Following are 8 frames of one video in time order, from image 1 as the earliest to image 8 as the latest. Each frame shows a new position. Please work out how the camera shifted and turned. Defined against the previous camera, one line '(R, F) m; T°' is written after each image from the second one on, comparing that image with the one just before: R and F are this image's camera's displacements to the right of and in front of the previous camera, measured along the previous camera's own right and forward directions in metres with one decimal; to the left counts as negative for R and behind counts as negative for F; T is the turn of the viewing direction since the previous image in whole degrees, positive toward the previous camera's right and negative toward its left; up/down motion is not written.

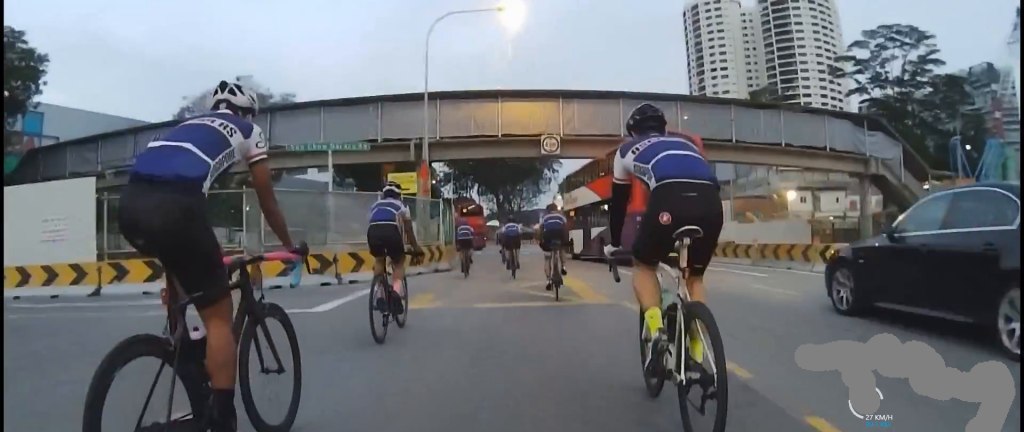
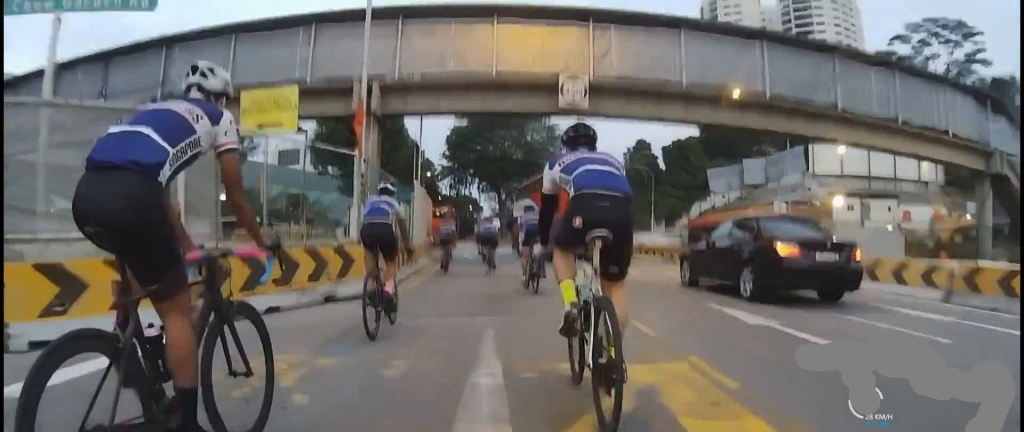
(-0.5, +9.5) m; -4°
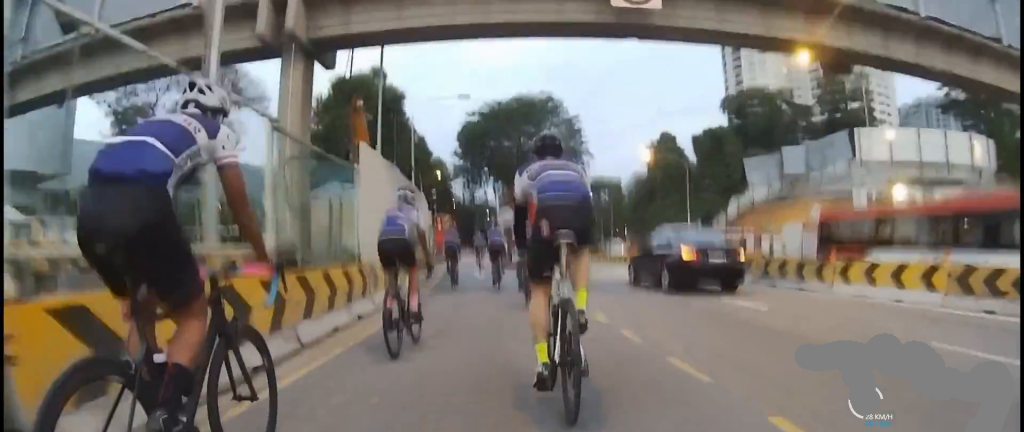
(-0.2, +7.4) m; +1°
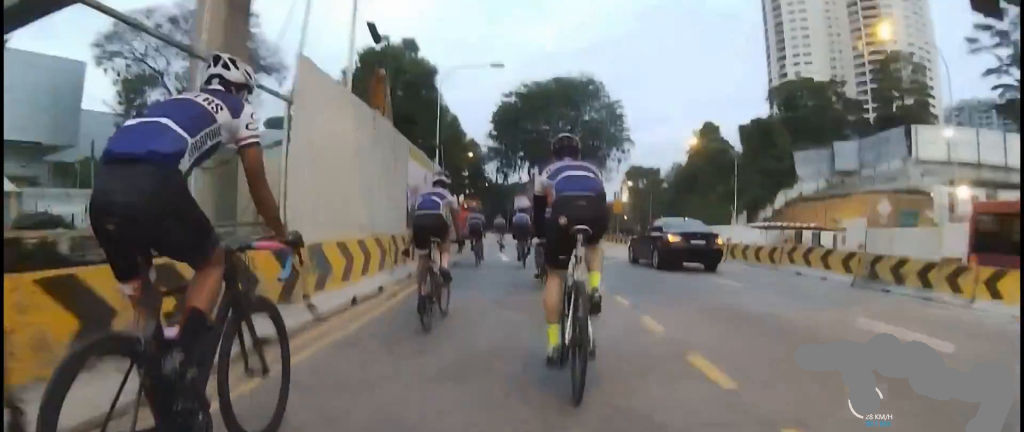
(+0.2, +3.9) m; +2°
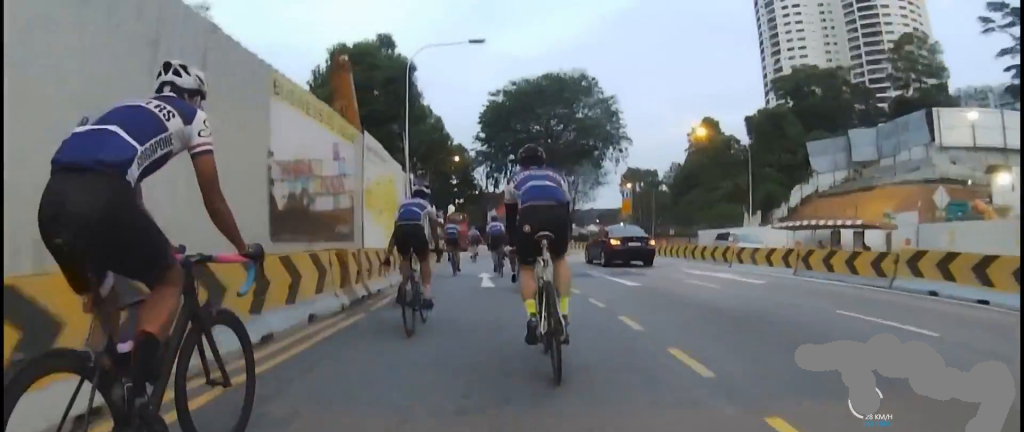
(+0.1, +5.8) m; -1°
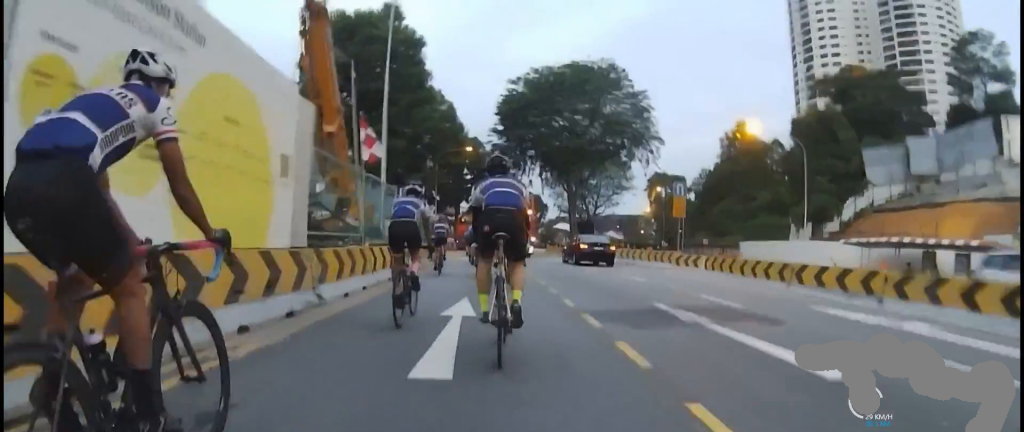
(-0.2, +7.5) m; -7°
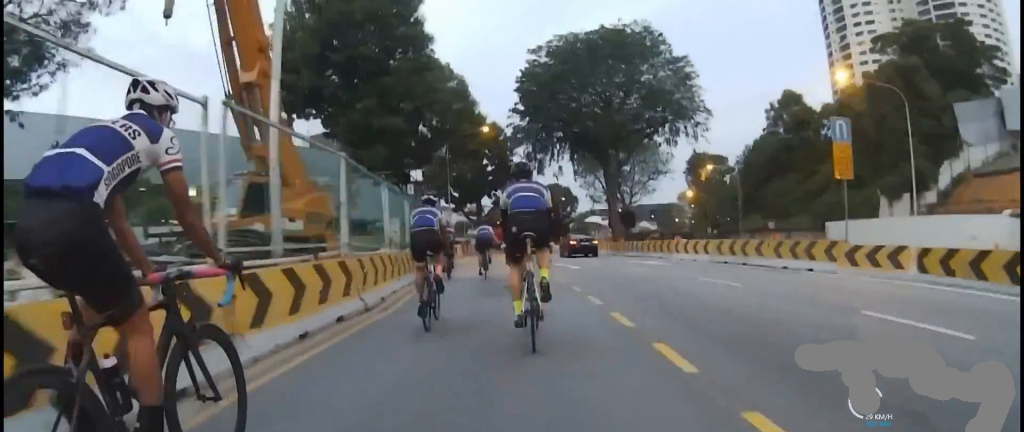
(-1.3, +10.3) m; -5°
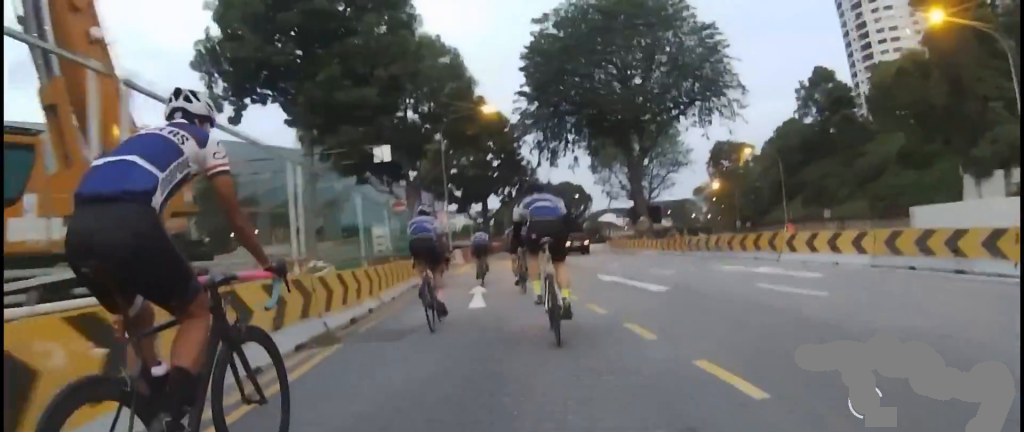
(+0.7, +9.2) m; +6°
